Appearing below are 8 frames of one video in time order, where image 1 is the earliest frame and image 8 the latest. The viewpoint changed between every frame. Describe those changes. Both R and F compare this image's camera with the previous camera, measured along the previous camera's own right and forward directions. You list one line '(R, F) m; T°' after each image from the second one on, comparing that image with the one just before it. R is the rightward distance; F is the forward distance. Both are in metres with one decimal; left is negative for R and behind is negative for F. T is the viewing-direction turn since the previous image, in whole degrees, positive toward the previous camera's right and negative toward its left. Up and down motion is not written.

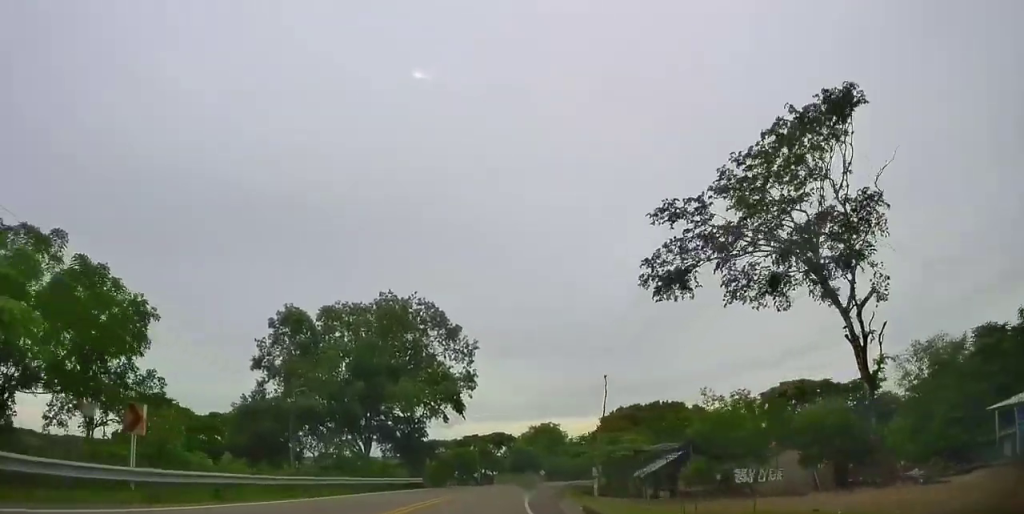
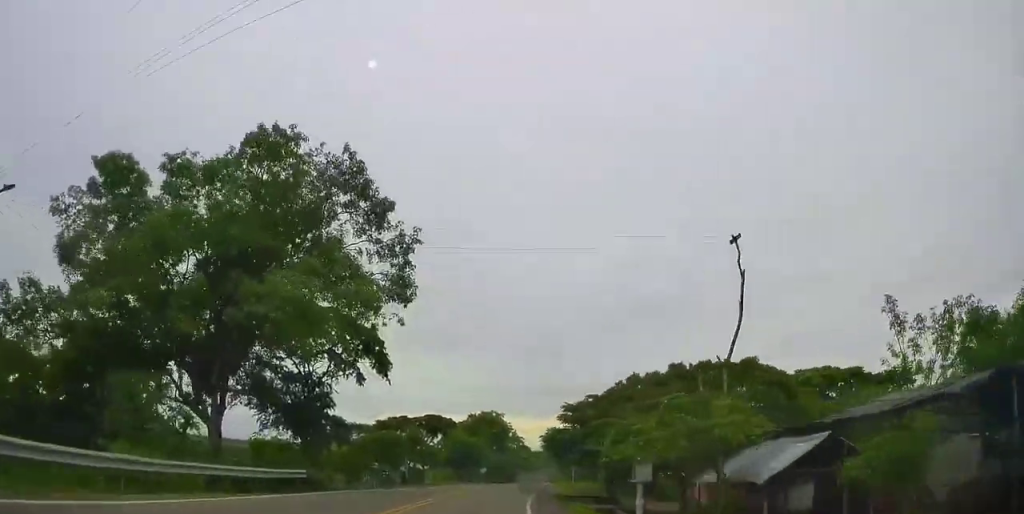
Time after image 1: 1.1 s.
(+1.3, +20.0) m; +8°
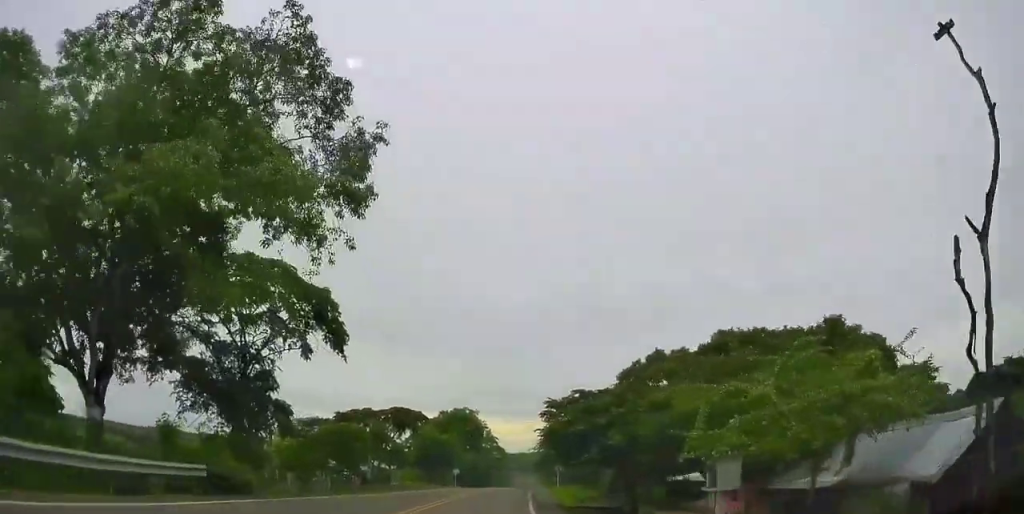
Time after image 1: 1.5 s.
(+0.3, +8.1) m; +3°
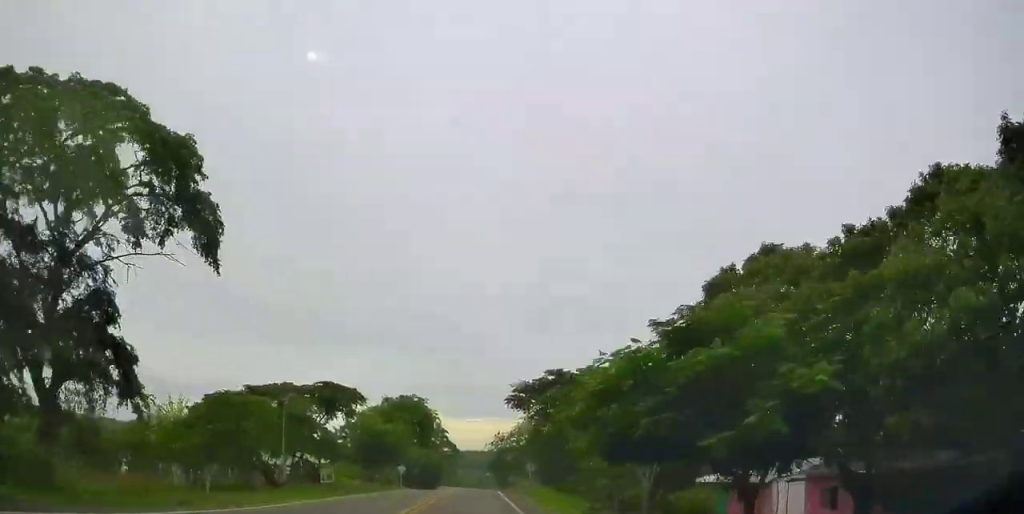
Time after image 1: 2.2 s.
(+0.3, +13.1) m; +5°
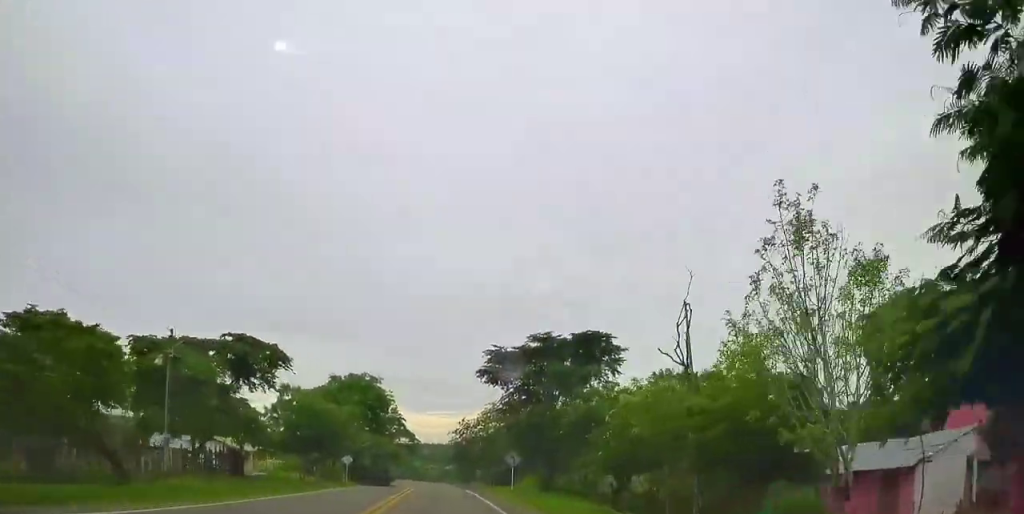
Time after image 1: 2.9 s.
(+0.9, +12.0) m; +4°
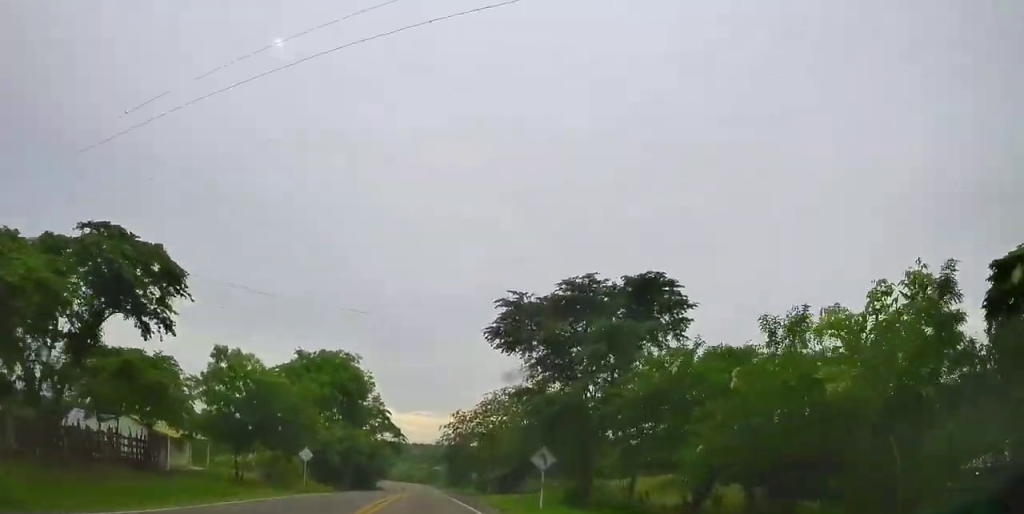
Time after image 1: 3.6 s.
(+0.4, +12.8) m; +4°
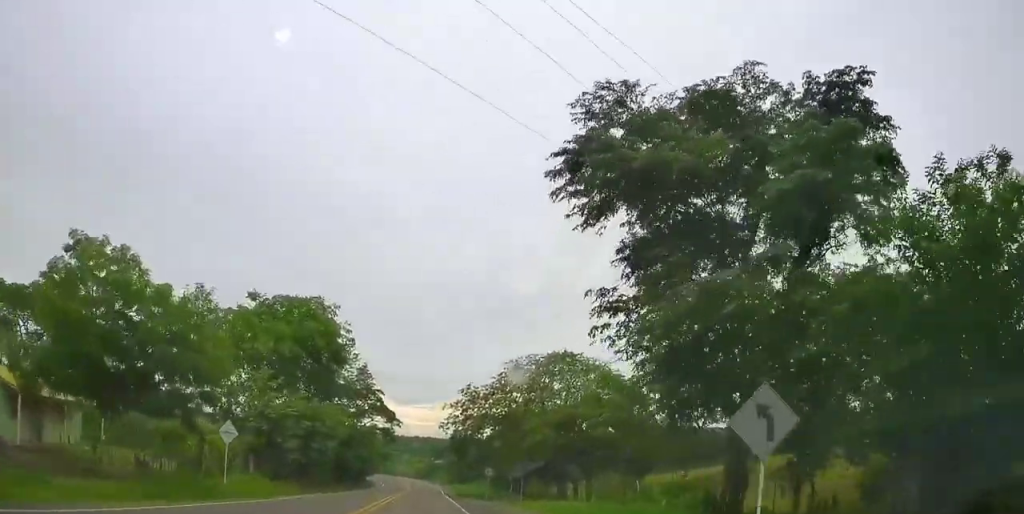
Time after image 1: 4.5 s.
(+0.5, +15.8) m; +5°
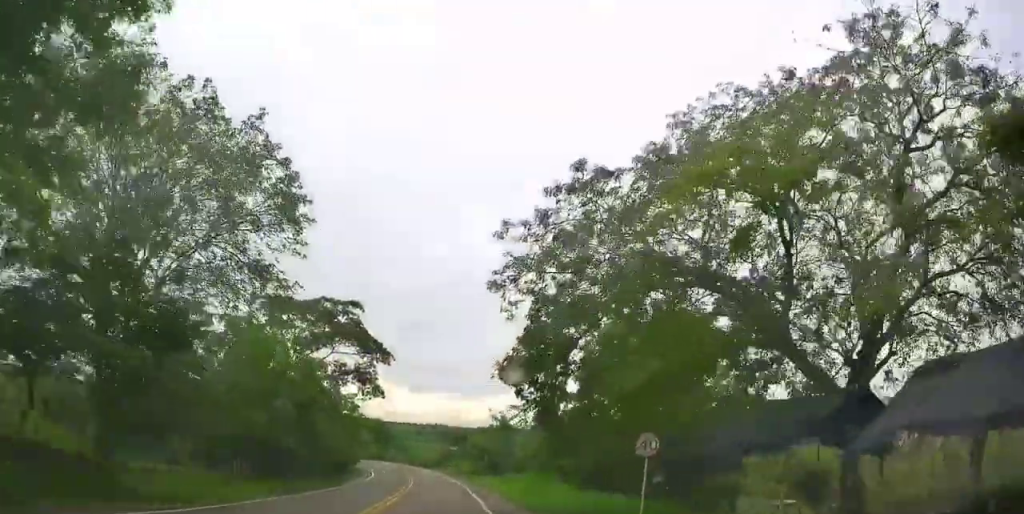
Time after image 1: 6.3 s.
(+2.0, +32.6) m; +3°
